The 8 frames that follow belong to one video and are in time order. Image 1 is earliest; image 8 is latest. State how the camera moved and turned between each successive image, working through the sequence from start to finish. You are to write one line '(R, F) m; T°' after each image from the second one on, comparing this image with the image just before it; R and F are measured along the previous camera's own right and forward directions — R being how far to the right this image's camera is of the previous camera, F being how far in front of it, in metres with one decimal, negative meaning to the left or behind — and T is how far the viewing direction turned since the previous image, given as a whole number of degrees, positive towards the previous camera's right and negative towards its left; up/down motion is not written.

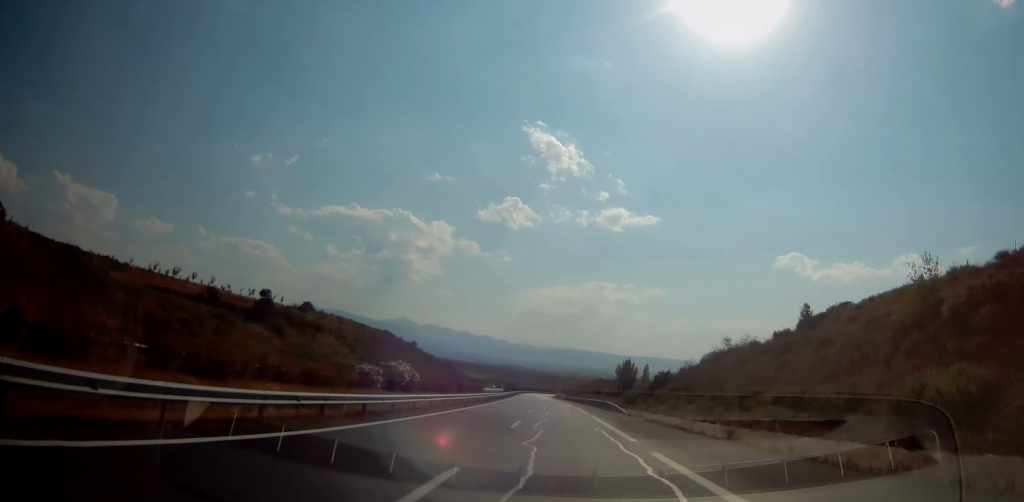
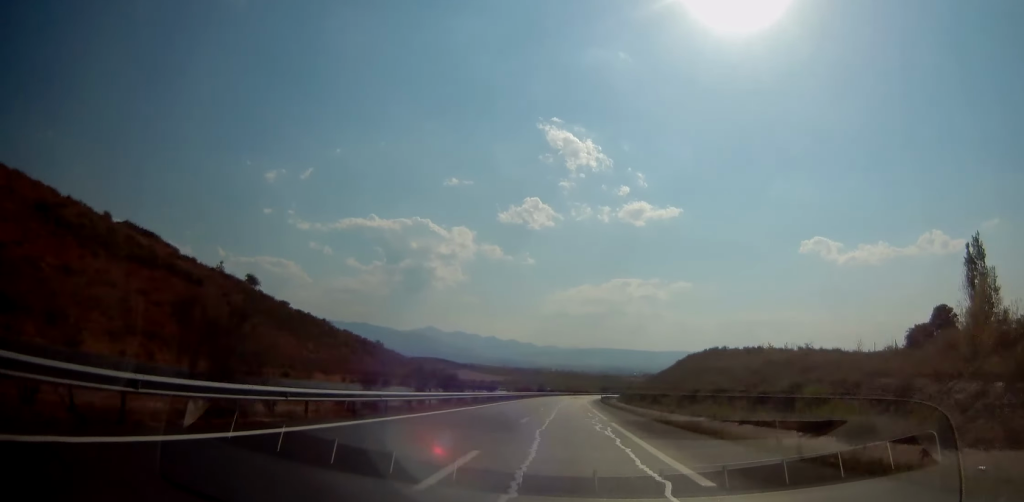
(-3.9, +152.6) m; +1°
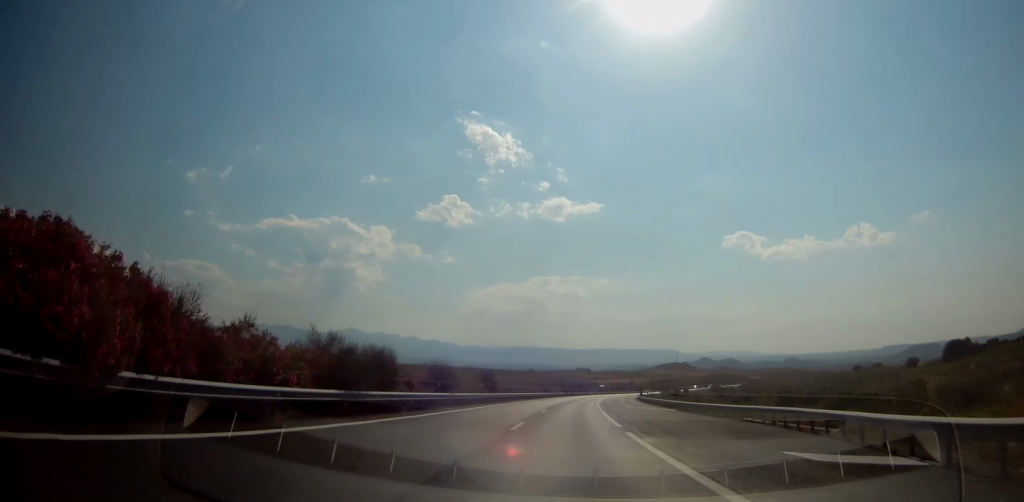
(+5.4, +200.4) m; +6°
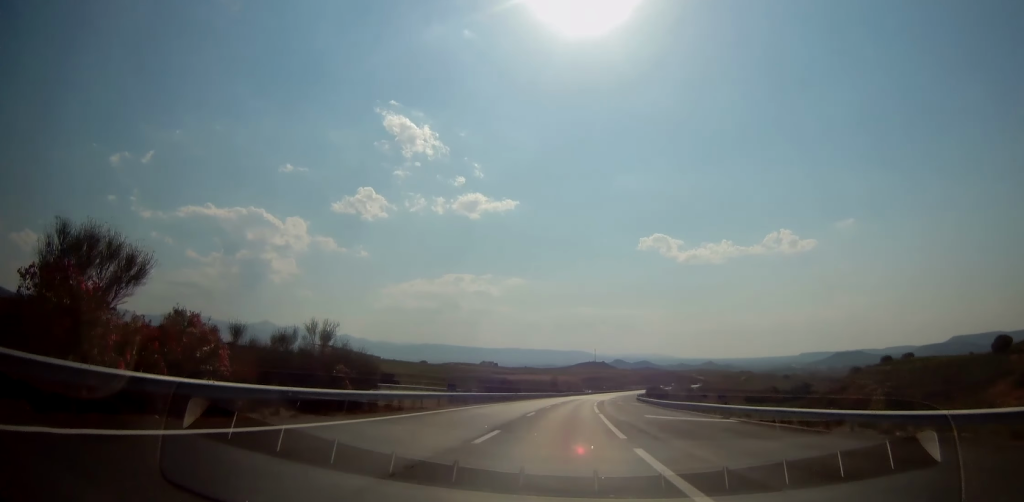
(+10.2, +172.5) m; +7°
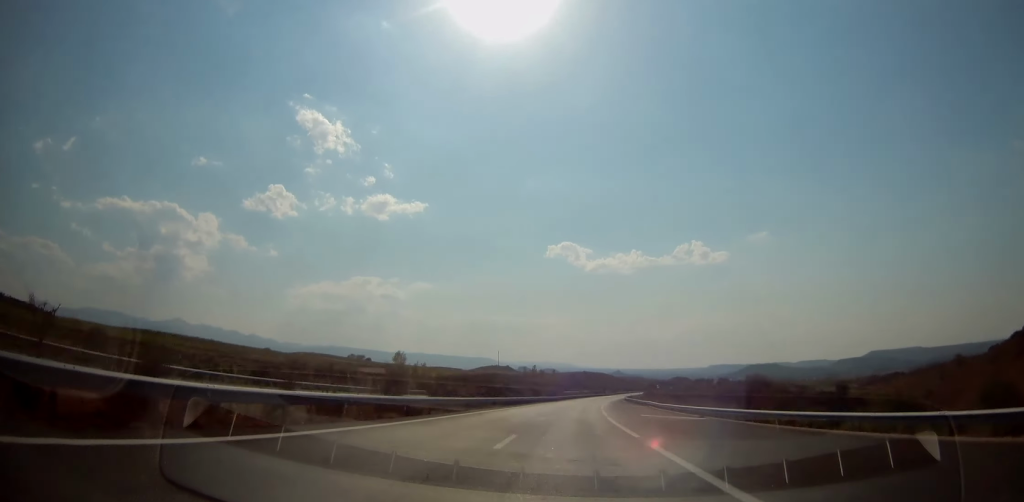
(+12.9, +186.0) m; +8°
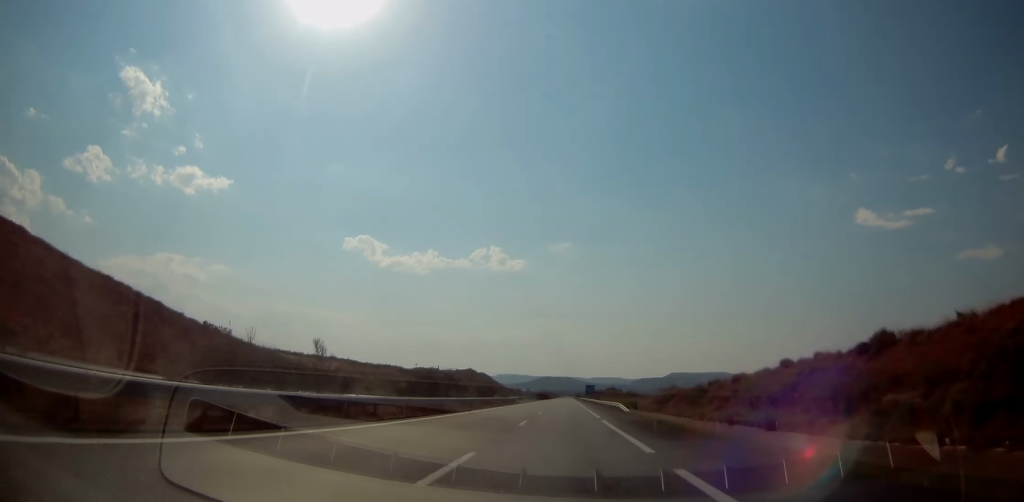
(+69.3, +429.2) m; +15°
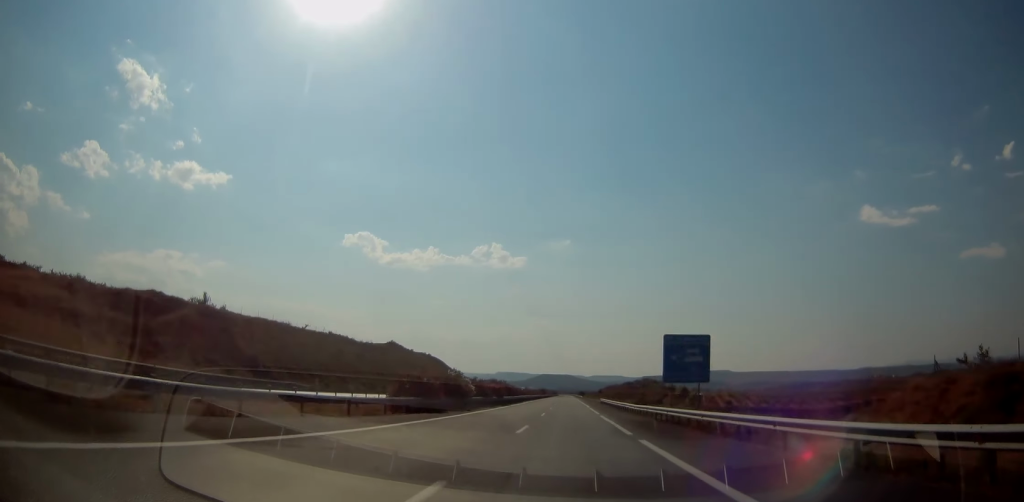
(+4.0, +159.5) m; +2°
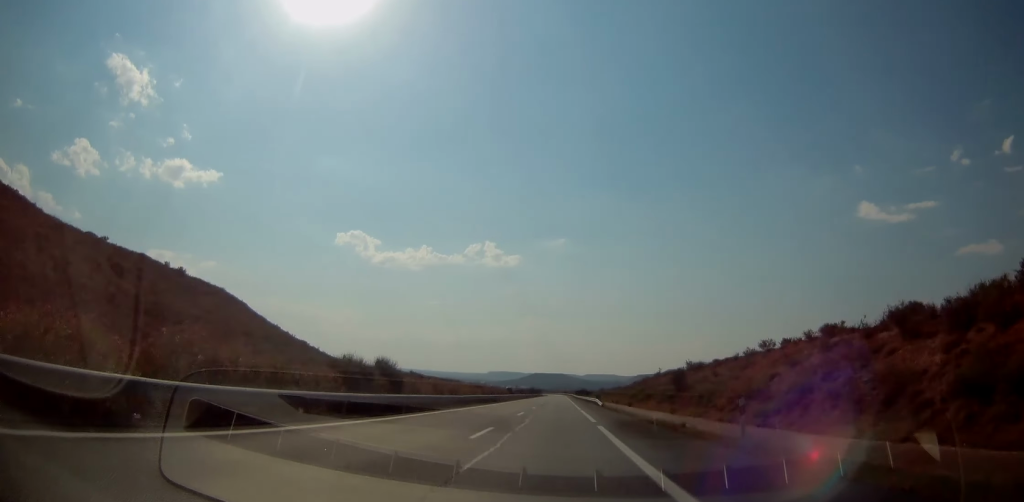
(+0.5, +159.9) m; 0°
